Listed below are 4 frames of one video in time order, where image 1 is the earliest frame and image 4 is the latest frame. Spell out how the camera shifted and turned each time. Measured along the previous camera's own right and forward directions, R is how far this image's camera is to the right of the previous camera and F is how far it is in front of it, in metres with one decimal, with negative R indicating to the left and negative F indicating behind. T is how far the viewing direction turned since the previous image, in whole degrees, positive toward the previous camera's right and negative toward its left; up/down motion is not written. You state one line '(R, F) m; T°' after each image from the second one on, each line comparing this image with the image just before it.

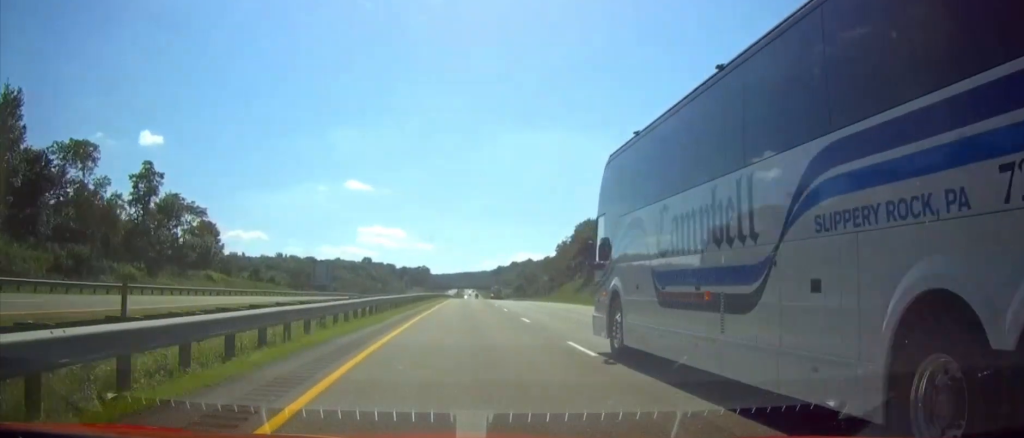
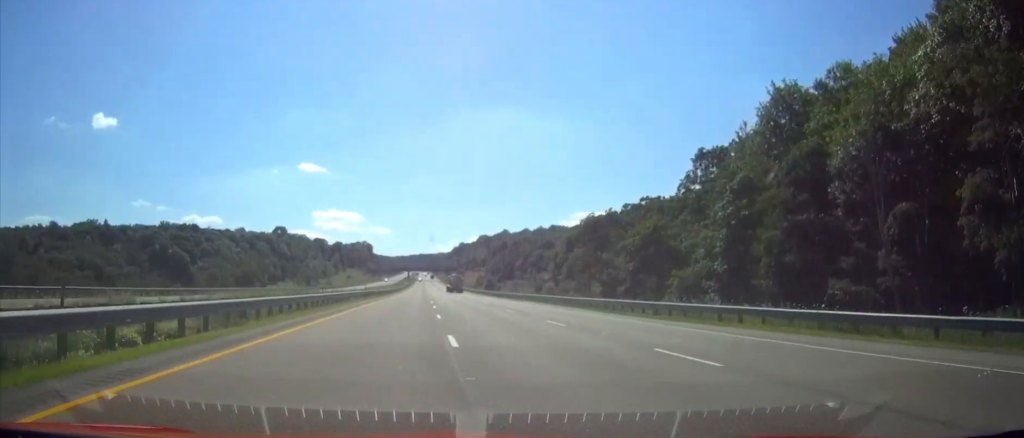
(+5.7, +168.7) m; +3°
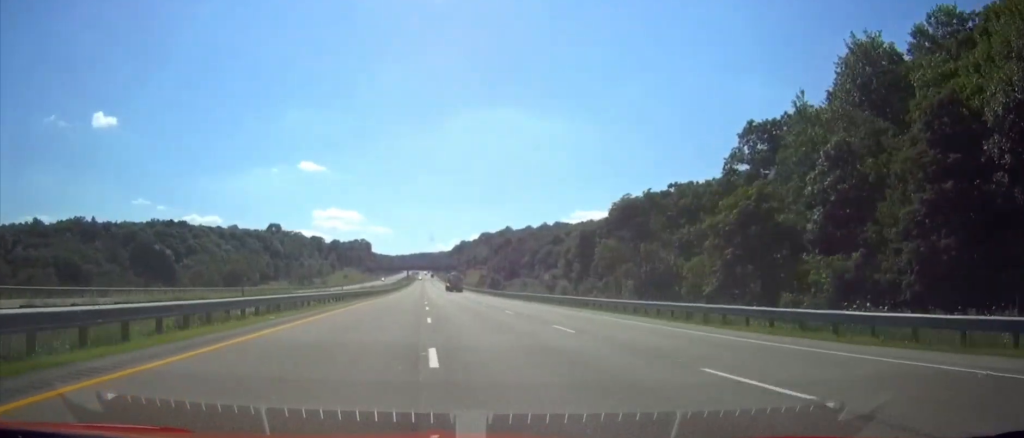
(0.0, +15.4) m; 0°
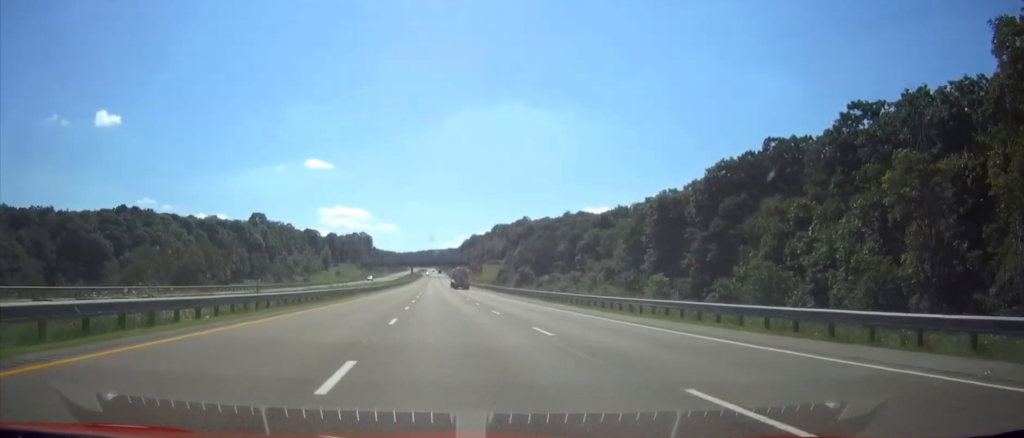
(-0.2, +51.0) m; -1°
